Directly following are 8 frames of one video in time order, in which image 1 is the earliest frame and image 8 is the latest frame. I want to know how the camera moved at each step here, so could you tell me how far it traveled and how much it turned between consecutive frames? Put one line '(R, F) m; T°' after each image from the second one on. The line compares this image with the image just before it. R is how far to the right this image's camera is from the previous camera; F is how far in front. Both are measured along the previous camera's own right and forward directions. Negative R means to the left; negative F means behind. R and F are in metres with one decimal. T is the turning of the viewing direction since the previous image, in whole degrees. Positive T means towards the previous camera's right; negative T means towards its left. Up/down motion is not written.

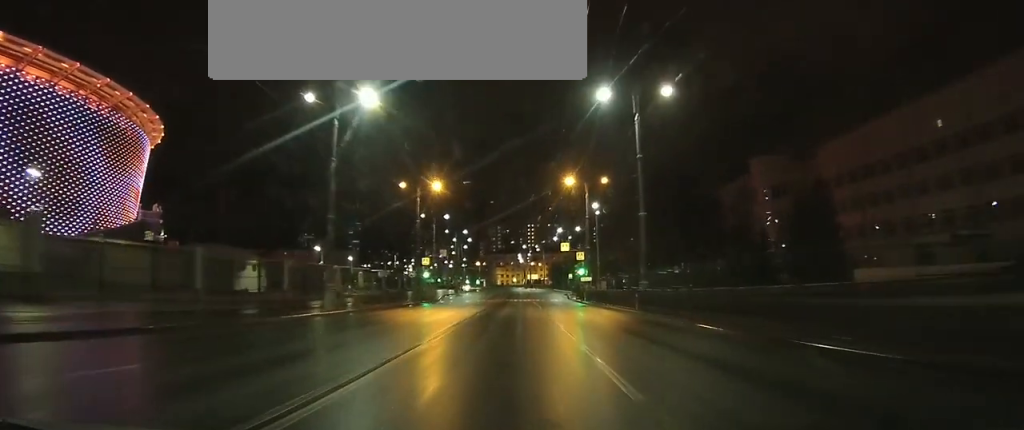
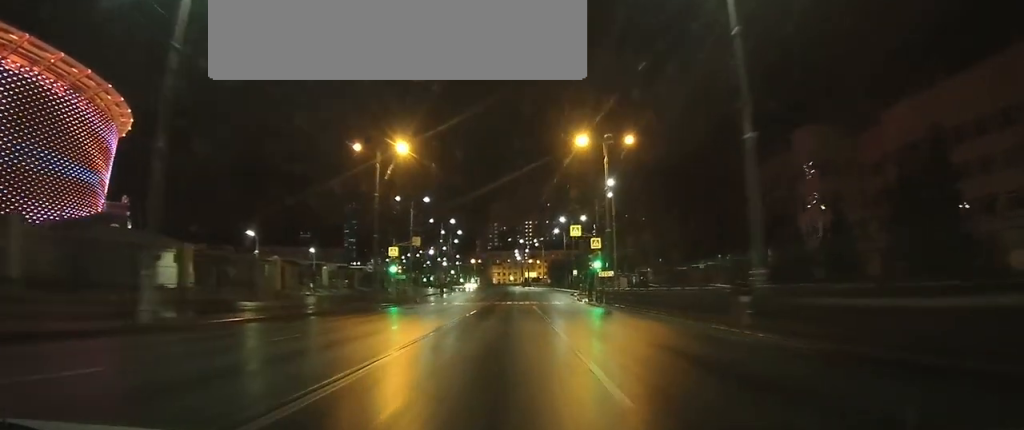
(0.0, +16.6) m; 0°
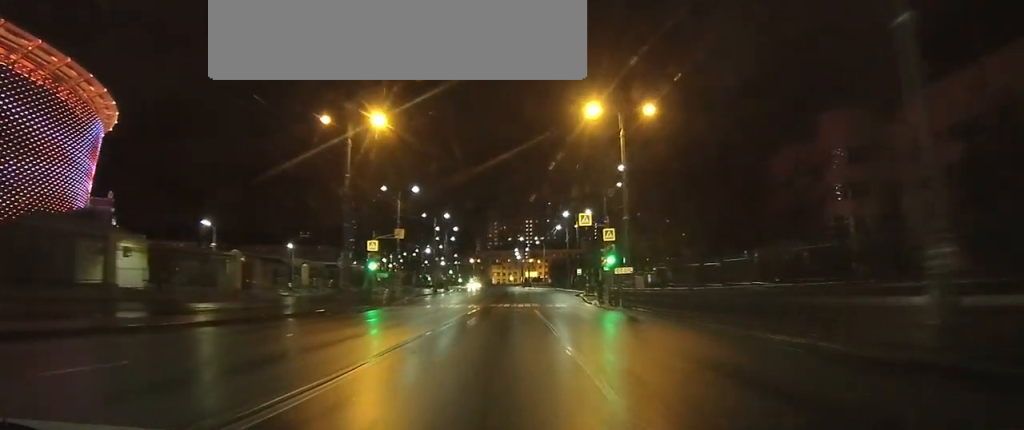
(0.0, +7.8) m; 0°
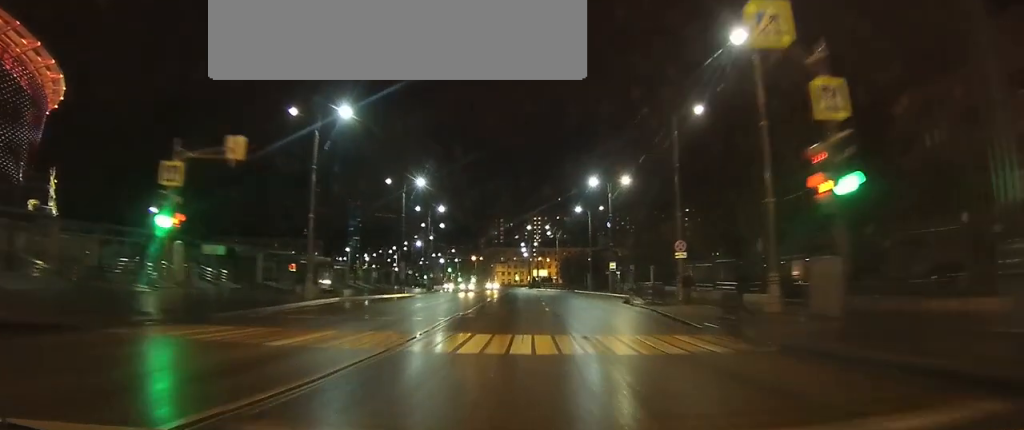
(0.0, +30.0) m; 0°
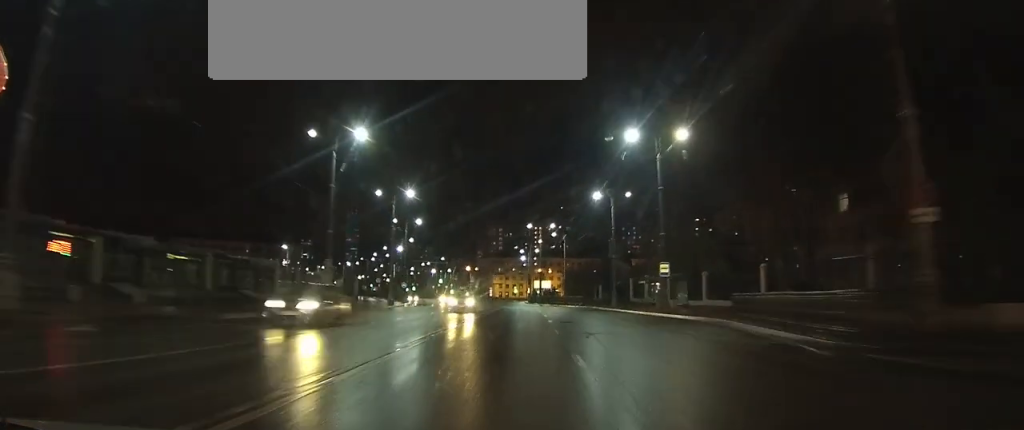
(0.0, +24.0) m; 0°
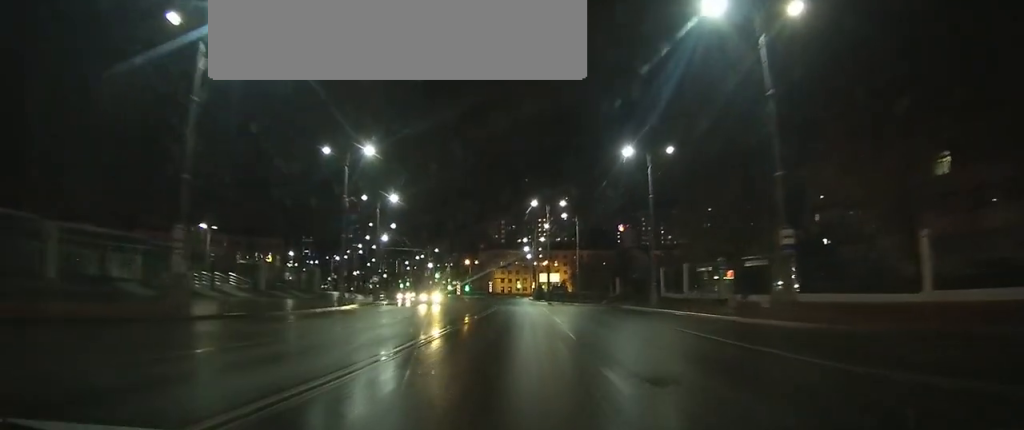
(-0.1, +18.2) m; -1°
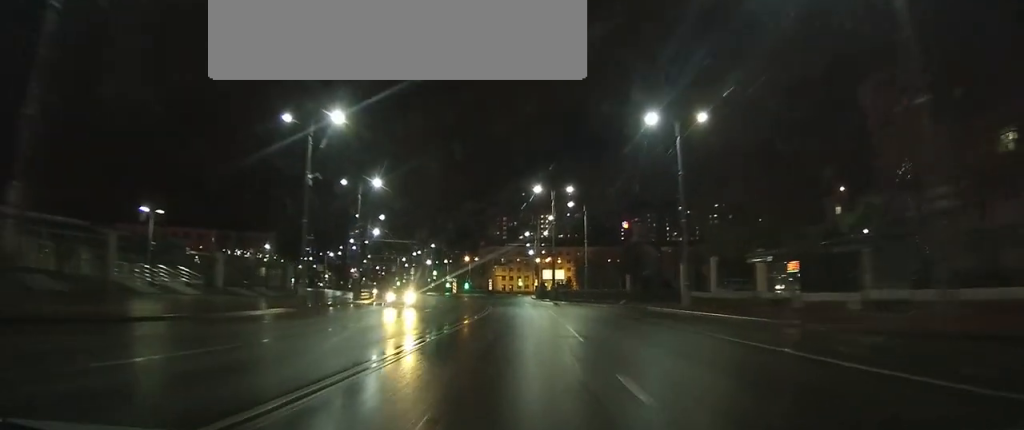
(0.0, +8.6) m; 0°
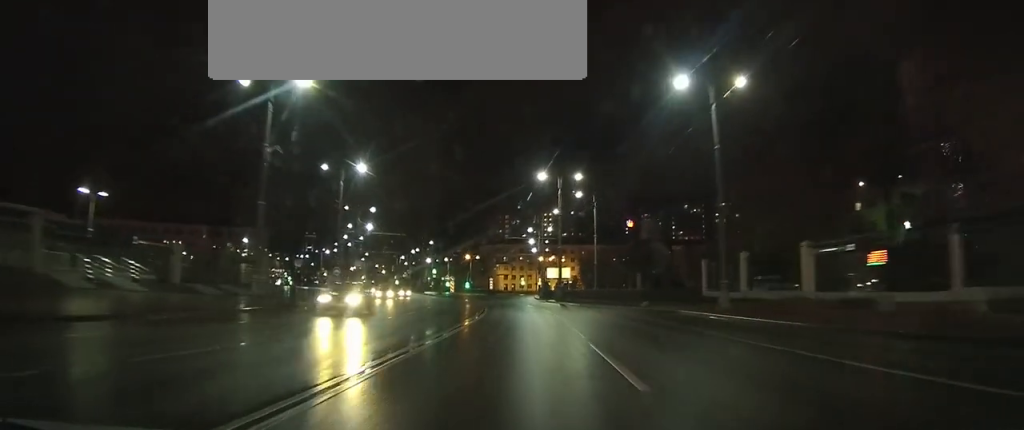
(0.0, +7.0) m; 0°
